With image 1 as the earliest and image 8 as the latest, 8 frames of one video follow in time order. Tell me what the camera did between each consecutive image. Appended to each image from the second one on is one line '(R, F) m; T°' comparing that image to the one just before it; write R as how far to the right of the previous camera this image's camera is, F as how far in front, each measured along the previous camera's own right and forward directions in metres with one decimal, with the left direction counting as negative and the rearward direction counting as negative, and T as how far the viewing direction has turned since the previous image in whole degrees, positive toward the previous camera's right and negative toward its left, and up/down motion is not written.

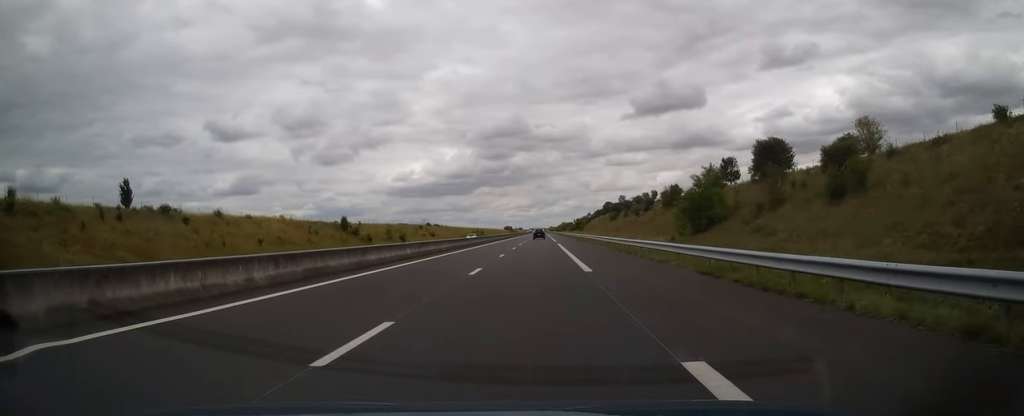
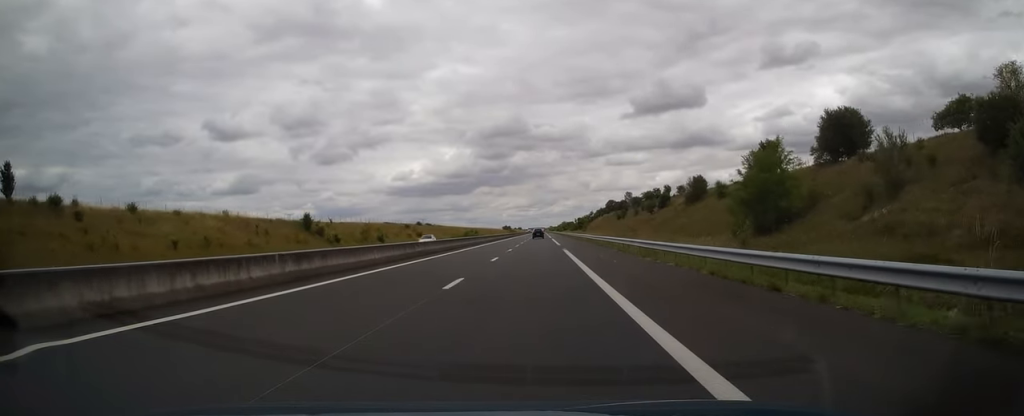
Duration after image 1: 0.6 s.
(0.0, +17.6) m; 0°
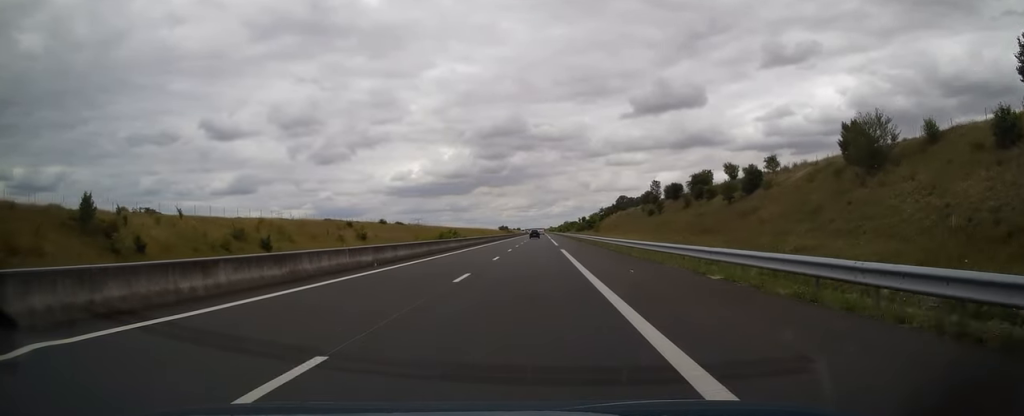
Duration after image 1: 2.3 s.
(-0.5, +49.3) m; -1°
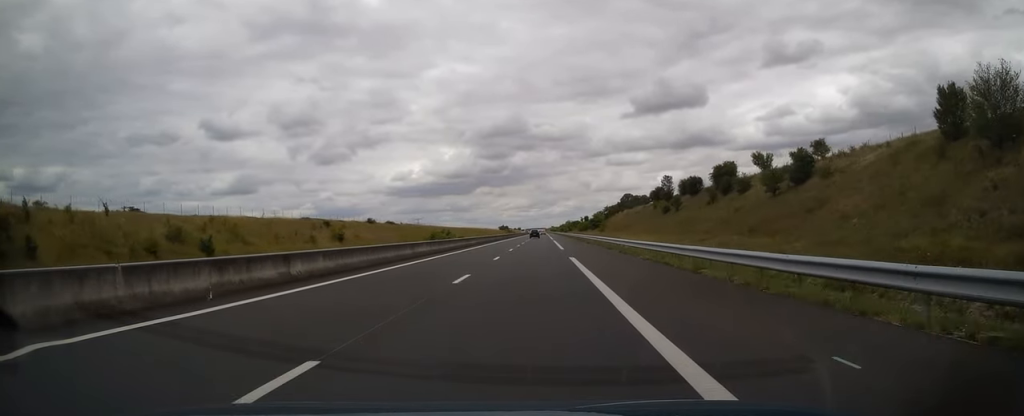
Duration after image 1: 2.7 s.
(0.0, +13.2) m; 0°
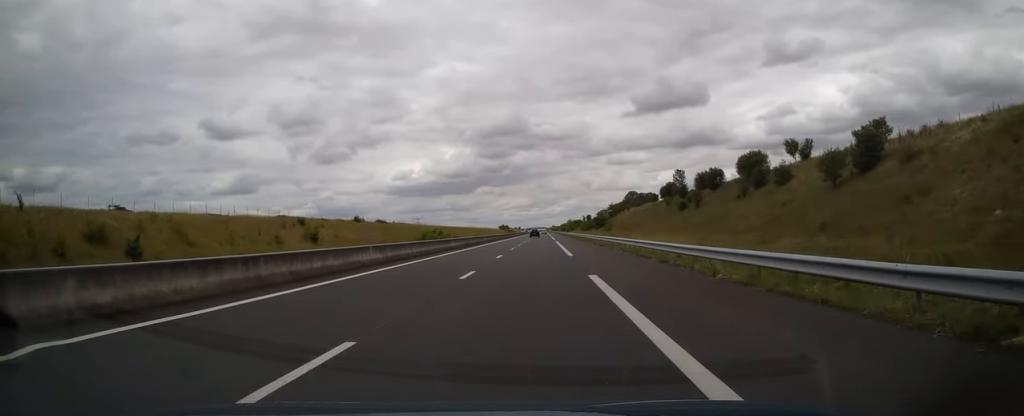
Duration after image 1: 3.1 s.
(+0.1, +11.7) m; 0°
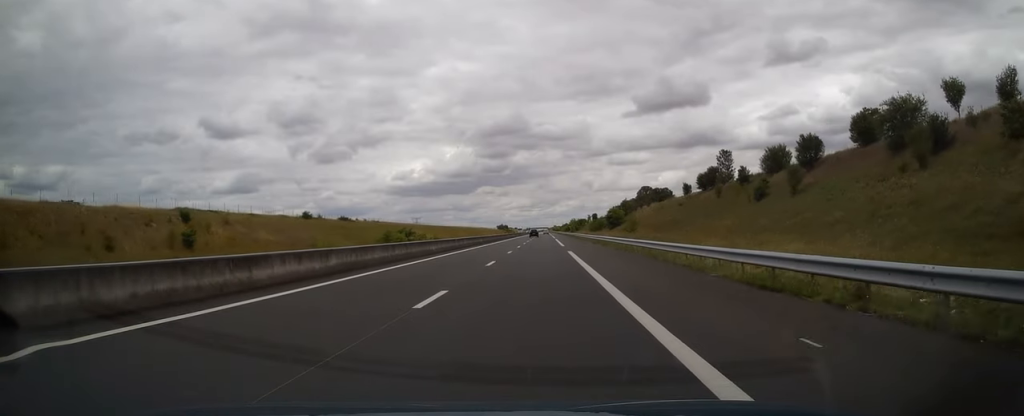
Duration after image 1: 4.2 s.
(+0.2, +32.2) m; 0°
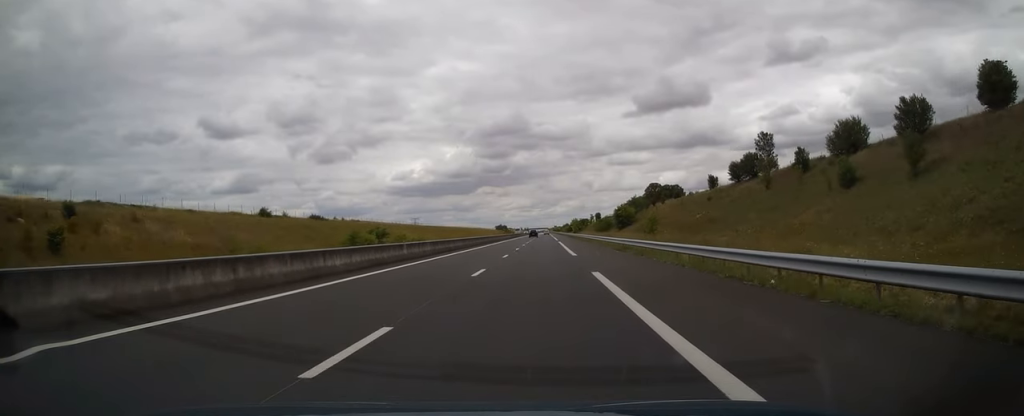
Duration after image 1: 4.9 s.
(-0.1, +18.1) m; 0°
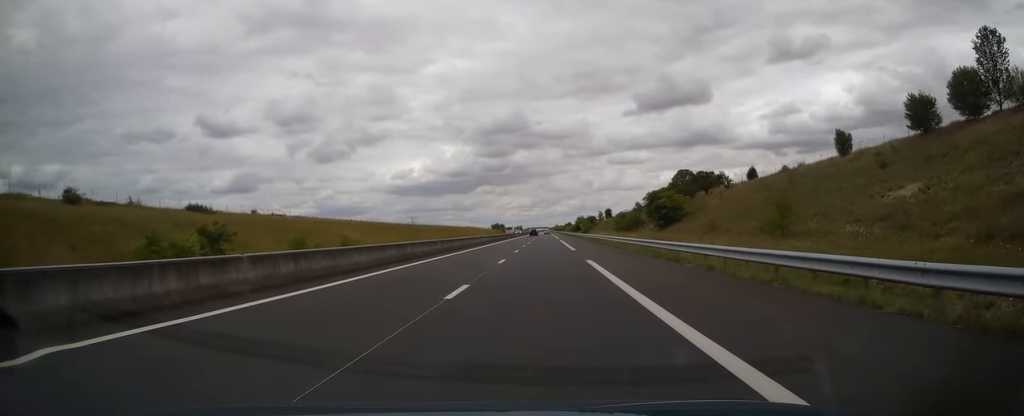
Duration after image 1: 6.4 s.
(0.0, +45.0) m; 0°
